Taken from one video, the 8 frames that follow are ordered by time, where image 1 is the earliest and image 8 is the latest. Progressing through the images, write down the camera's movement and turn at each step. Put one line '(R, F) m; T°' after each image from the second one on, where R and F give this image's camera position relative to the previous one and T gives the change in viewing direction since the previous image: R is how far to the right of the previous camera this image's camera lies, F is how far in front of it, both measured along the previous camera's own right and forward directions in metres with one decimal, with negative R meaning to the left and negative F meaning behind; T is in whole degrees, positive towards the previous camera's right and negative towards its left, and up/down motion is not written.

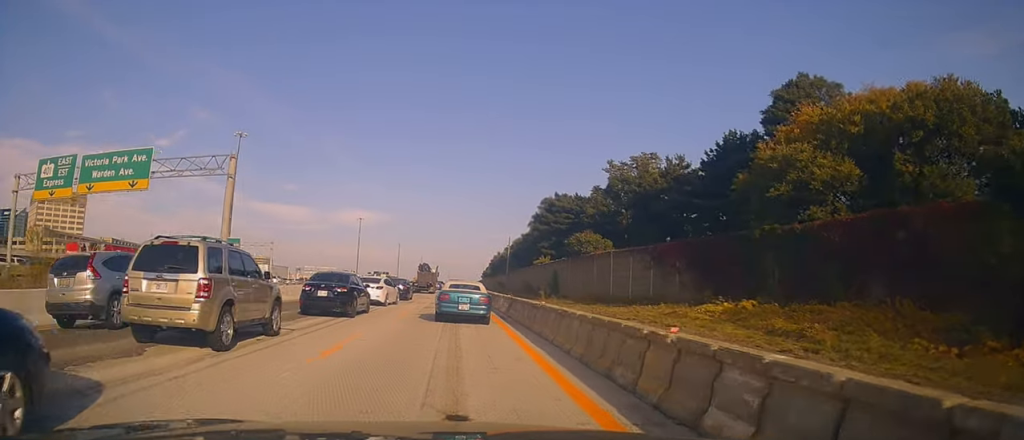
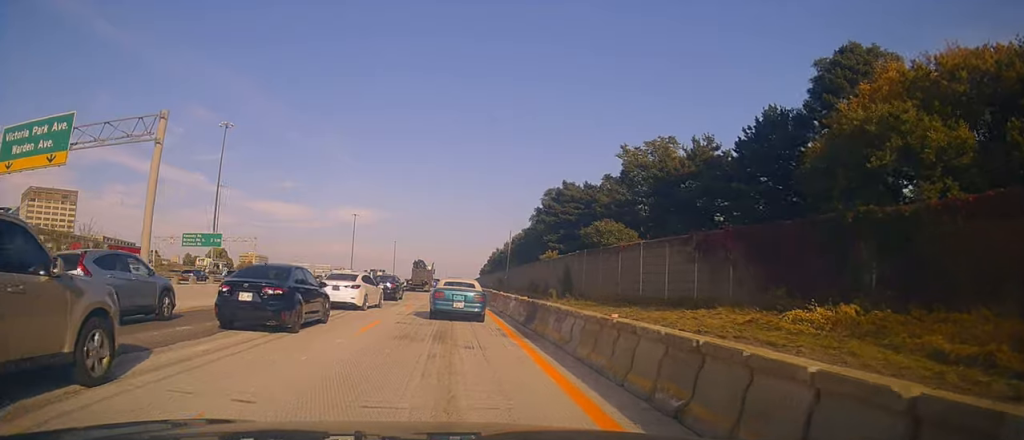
(+0.2, +7.6) m; +2°
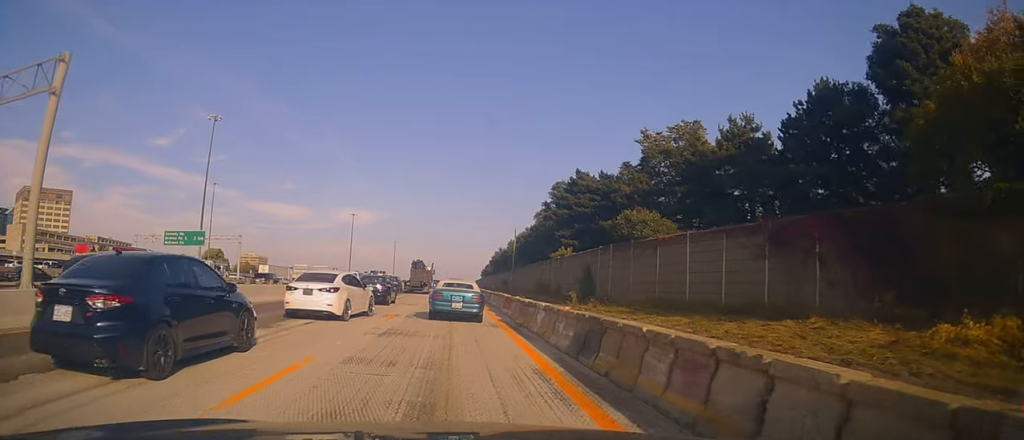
(+0.2, +7.4) m; 0°
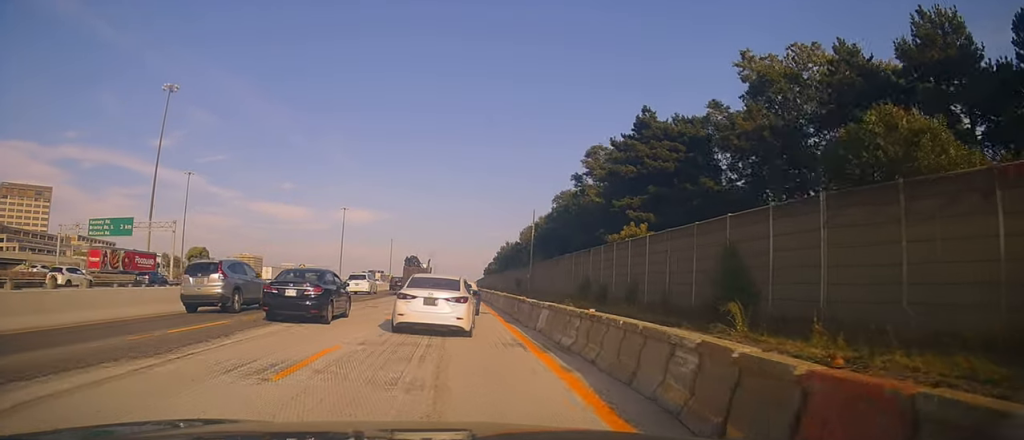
(-1.4, +23.2) m; -3°
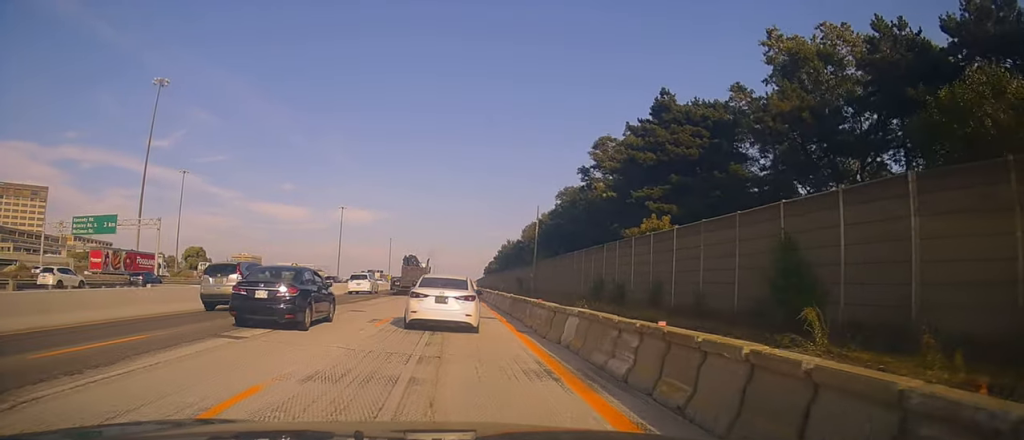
(+0.5, +4.0) m; +4°
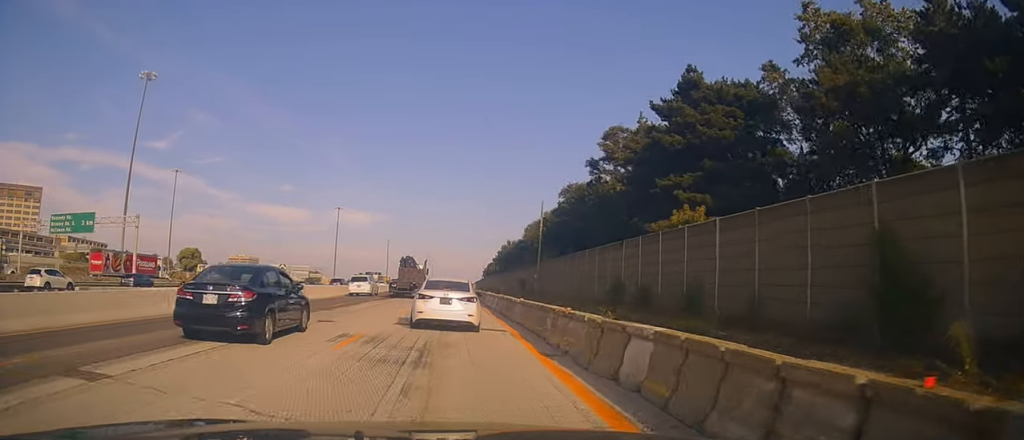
(+0.3, +4.8) m; +2°
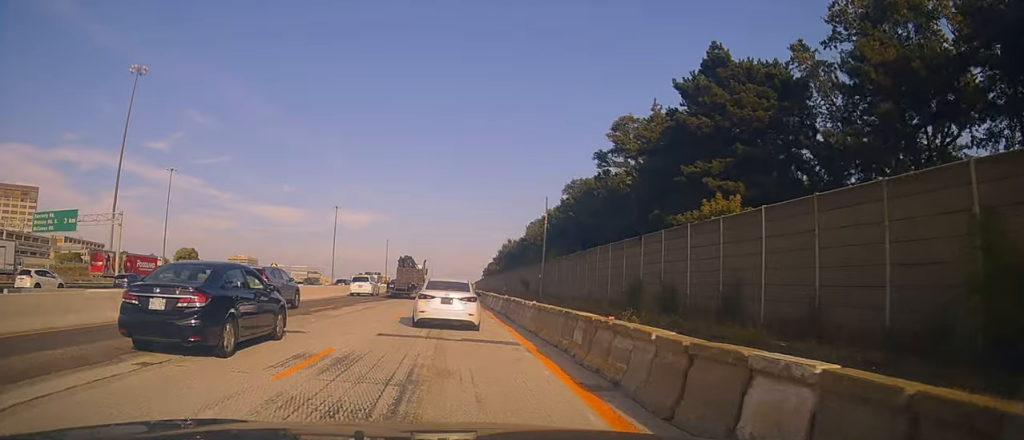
(+0.1, +3.4) m; -2°
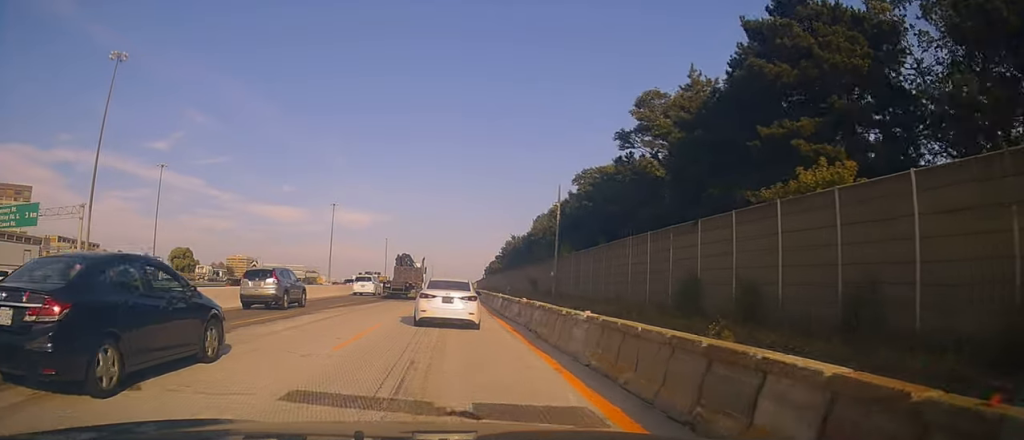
(-0.2, +6.7) m; -3°
